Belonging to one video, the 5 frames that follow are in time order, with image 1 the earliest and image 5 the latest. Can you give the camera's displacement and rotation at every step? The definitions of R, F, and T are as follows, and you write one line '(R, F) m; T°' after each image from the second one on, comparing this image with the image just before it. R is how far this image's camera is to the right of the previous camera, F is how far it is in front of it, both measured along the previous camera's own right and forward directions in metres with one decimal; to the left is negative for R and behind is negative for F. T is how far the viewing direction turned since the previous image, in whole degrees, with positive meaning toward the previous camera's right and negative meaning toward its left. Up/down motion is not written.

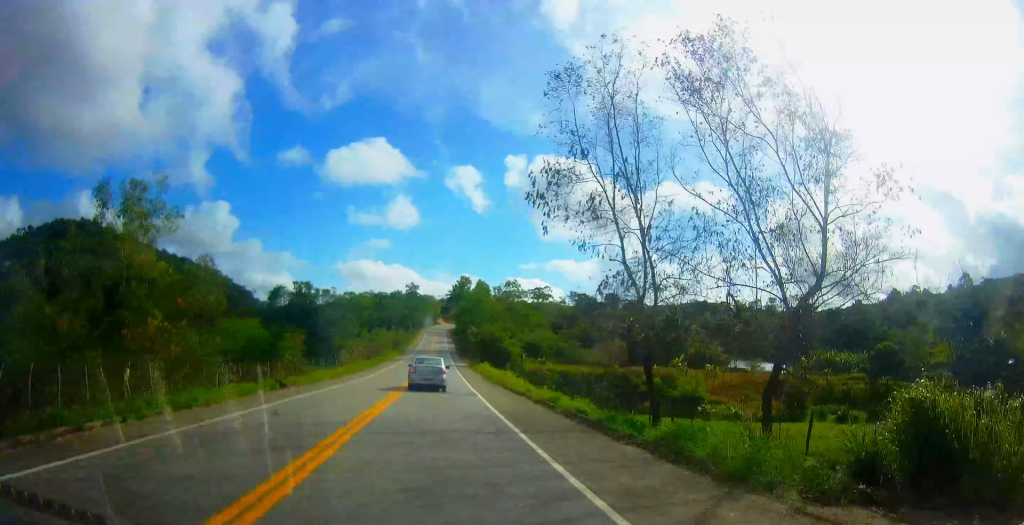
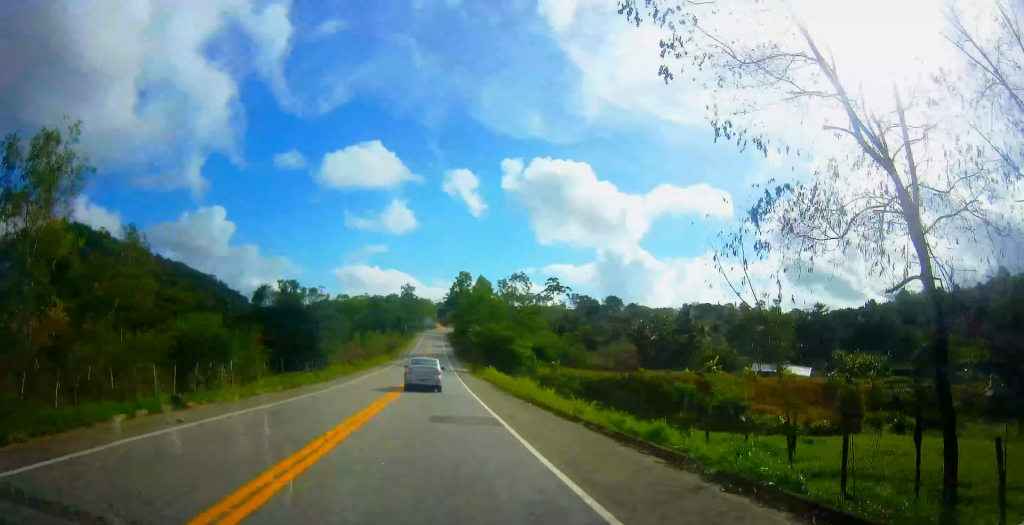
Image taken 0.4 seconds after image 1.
(-0.2, +10.3) m; -1°
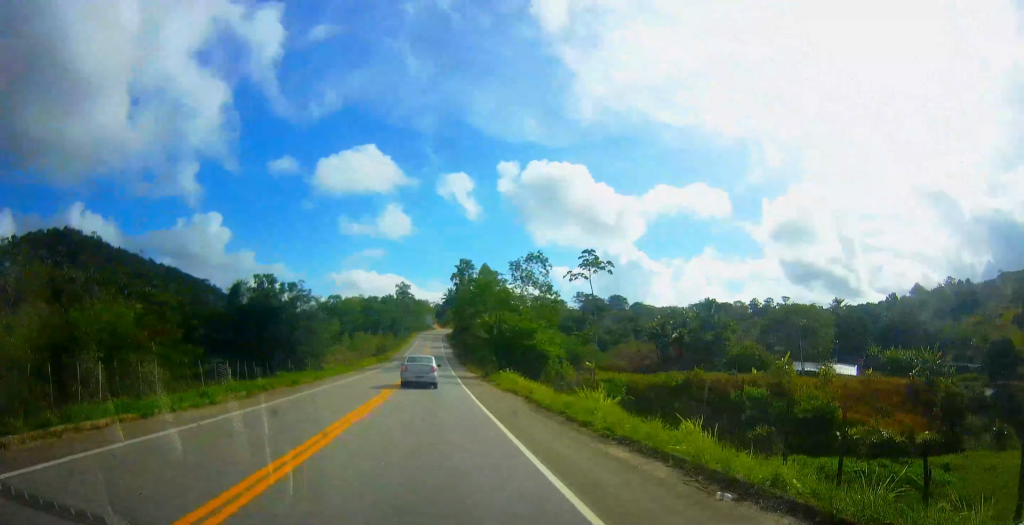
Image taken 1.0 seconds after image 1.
(-0.2, +14.5) m; -2°
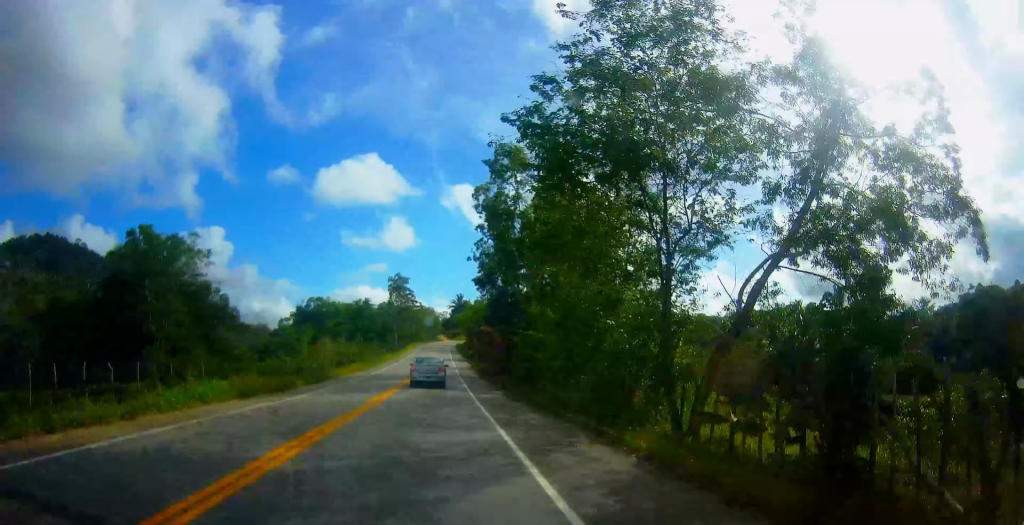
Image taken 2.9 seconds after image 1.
(-2.7, +50.1) m; -5°
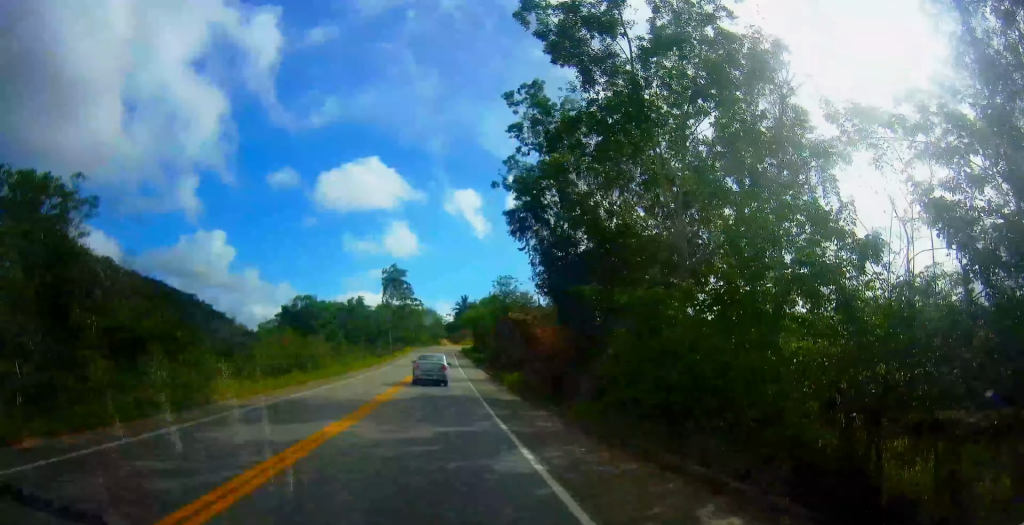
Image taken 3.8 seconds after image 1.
(+0.1, +22.6) m; 0°
